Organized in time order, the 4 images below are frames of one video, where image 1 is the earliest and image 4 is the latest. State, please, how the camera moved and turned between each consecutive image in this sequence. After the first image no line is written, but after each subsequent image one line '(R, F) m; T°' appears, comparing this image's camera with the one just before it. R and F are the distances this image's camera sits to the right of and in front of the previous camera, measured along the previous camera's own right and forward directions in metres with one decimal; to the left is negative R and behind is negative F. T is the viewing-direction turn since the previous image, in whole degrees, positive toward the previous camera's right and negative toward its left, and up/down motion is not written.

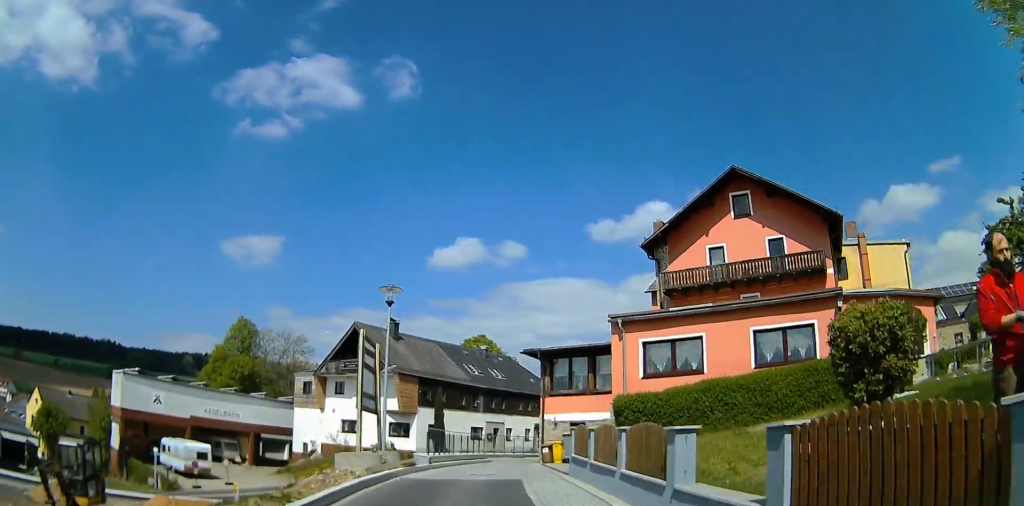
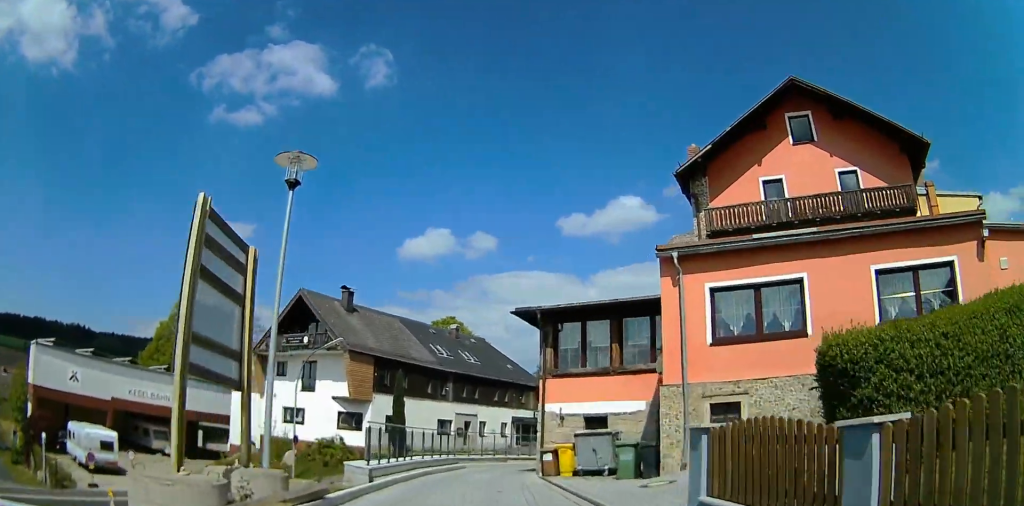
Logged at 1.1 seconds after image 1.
(+0.6, +9.8) m; -4°
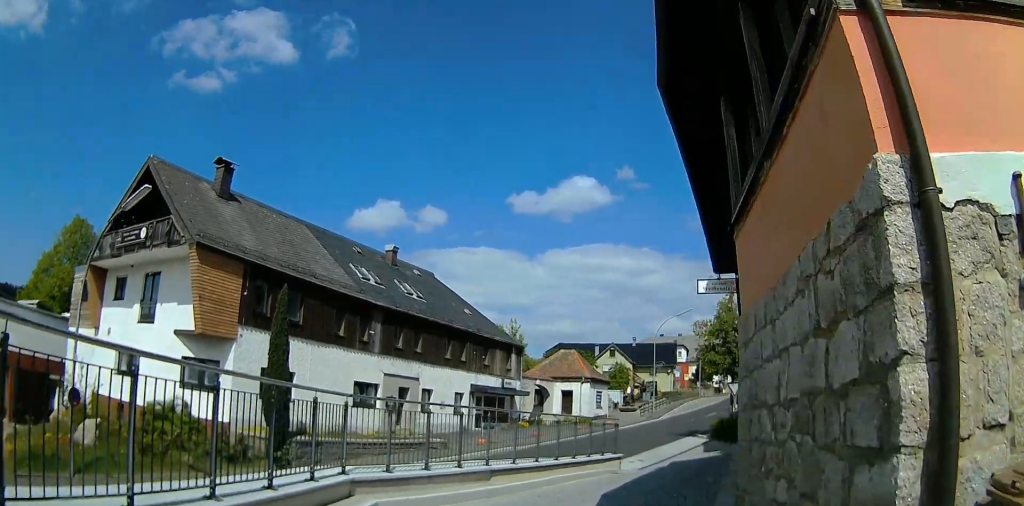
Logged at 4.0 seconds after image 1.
(+1.9, +18.9) m; +15°
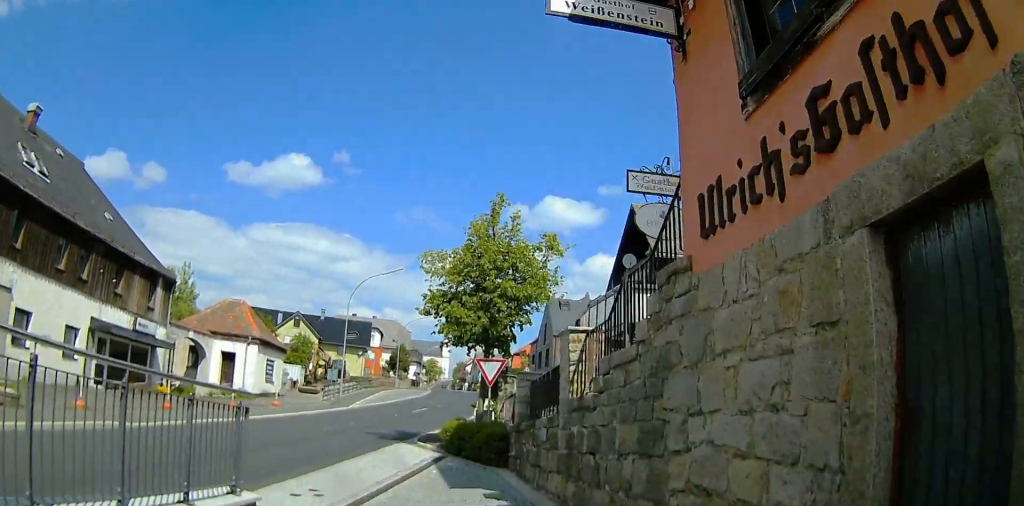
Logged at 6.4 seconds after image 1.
(-0.3, +12.6) m; +14°
